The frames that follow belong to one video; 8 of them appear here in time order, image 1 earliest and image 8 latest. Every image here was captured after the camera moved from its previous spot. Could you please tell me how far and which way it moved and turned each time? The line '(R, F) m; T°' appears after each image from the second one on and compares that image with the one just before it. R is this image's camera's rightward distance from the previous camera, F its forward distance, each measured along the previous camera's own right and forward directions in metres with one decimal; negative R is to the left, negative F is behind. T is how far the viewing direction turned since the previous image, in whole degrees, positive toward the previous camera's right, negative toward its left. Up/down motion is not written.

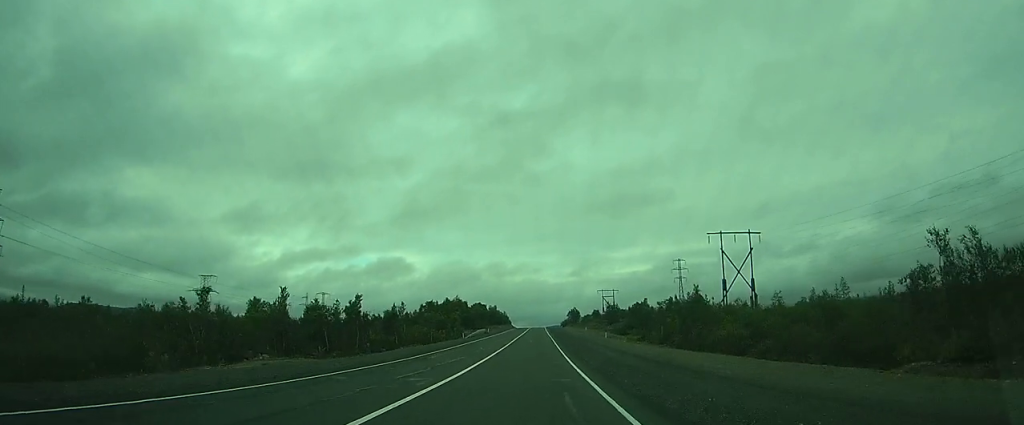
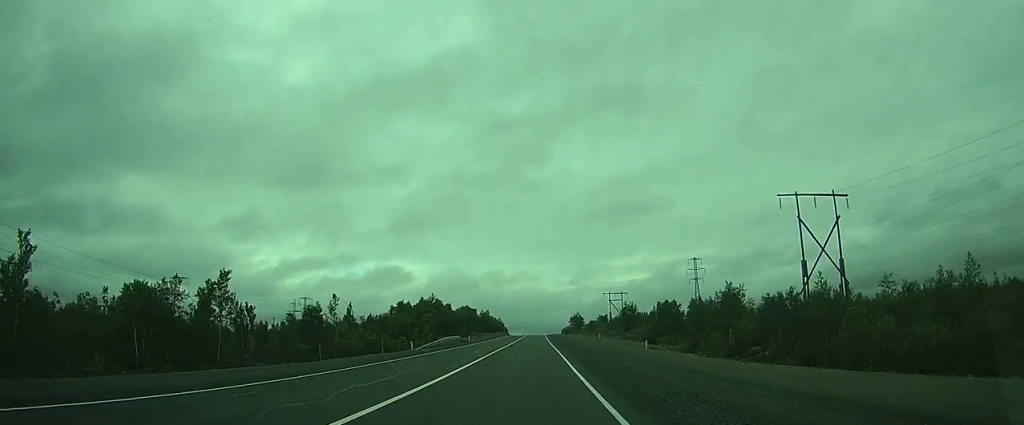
(+0.2, +29.7) m; +1°
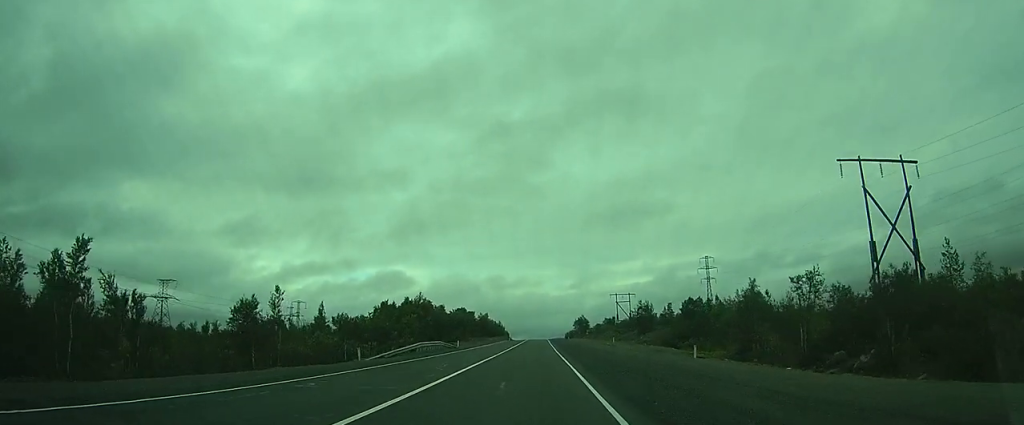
(0.0, +14.0) m; 0°
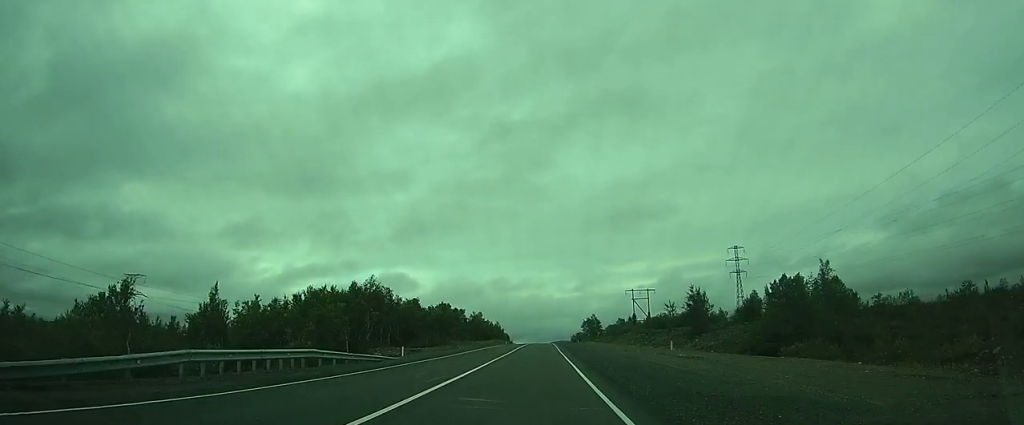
(-0.3, +31.1) m; -1°
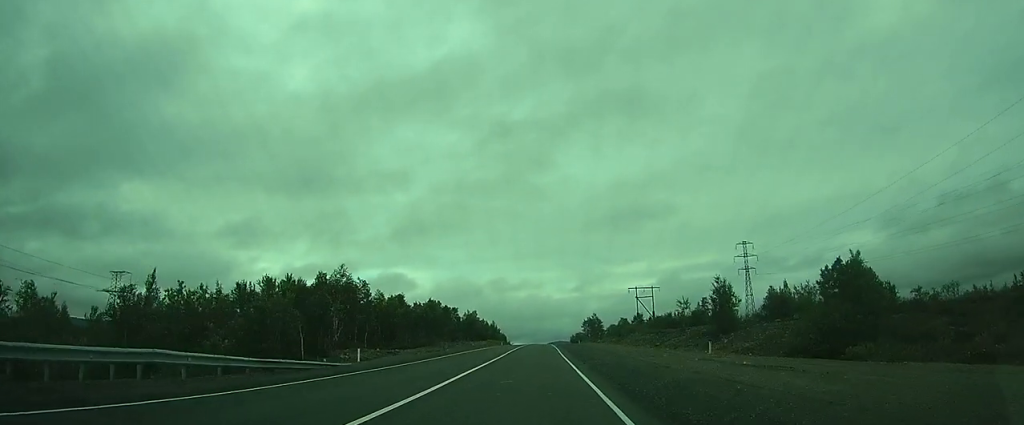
(0.0, +10.1) m; 0°
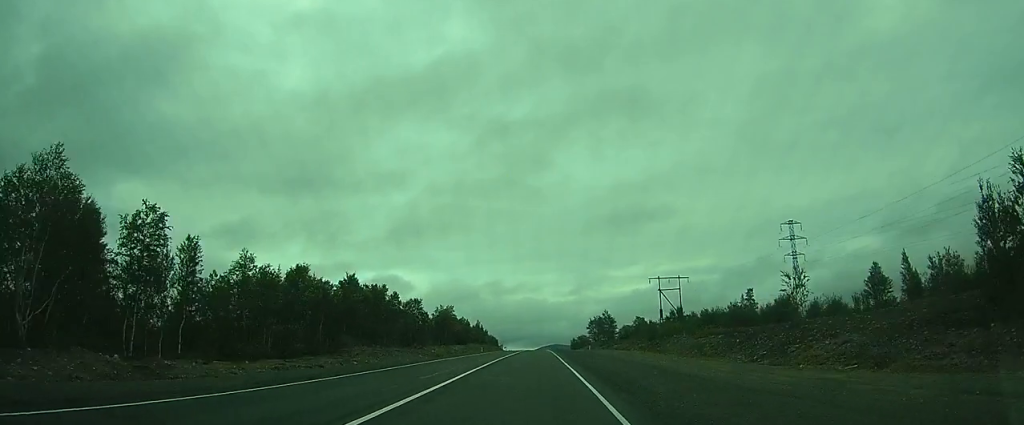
(-0.1, +38.1) m; 0°
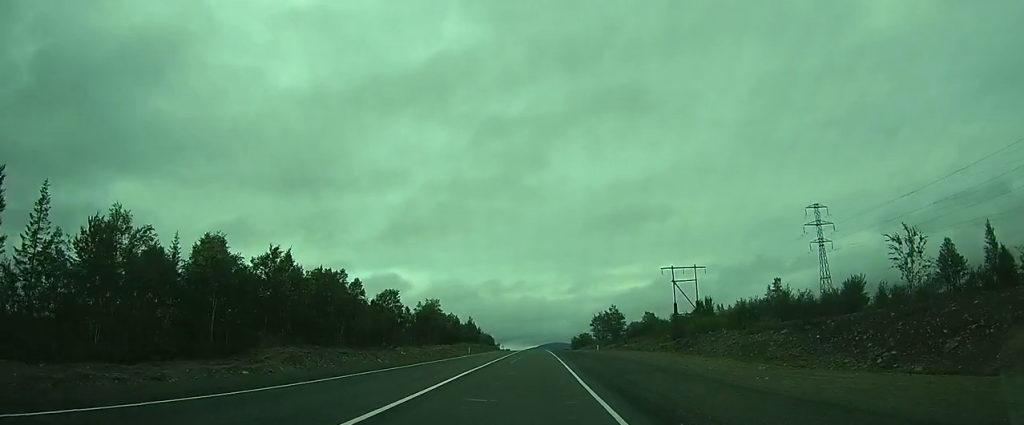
(+0.1, +15.6) m; +1°
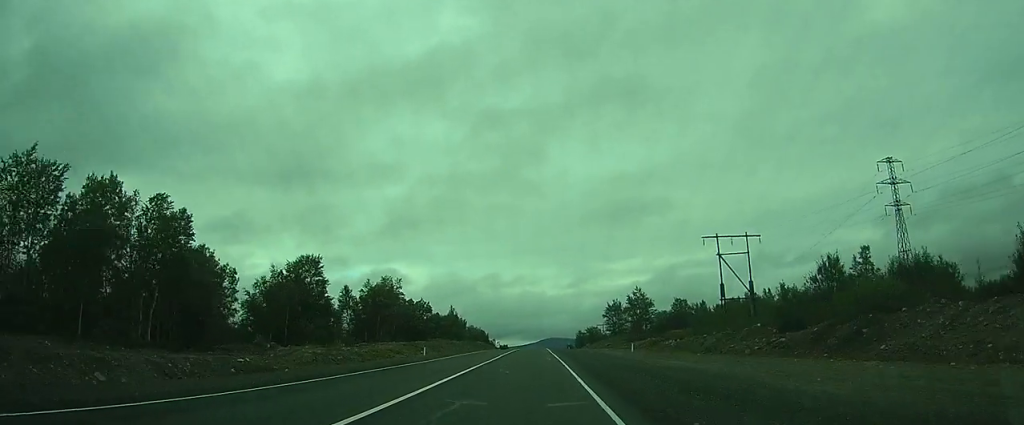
(+0.4, +31.3) m; +1°
